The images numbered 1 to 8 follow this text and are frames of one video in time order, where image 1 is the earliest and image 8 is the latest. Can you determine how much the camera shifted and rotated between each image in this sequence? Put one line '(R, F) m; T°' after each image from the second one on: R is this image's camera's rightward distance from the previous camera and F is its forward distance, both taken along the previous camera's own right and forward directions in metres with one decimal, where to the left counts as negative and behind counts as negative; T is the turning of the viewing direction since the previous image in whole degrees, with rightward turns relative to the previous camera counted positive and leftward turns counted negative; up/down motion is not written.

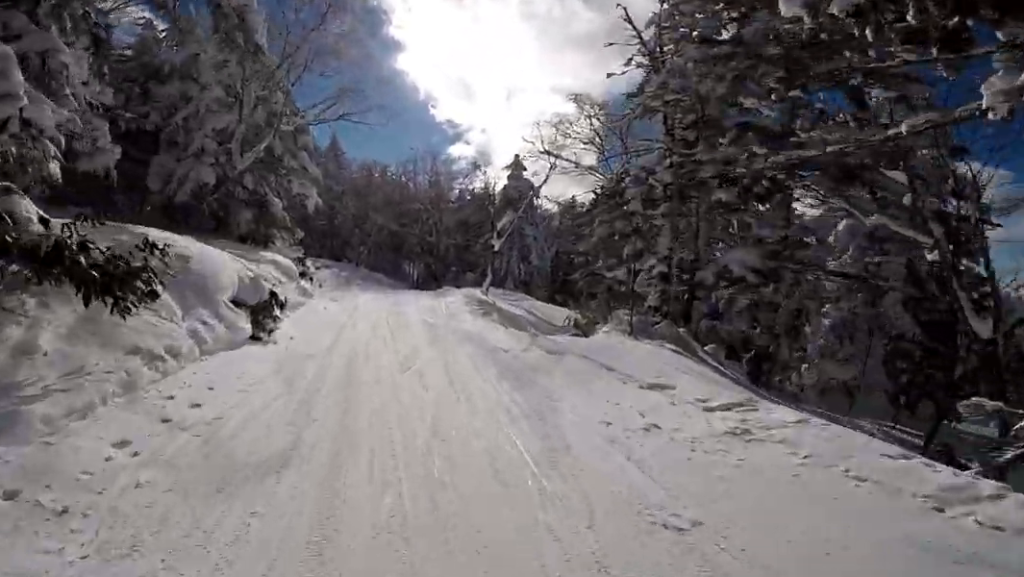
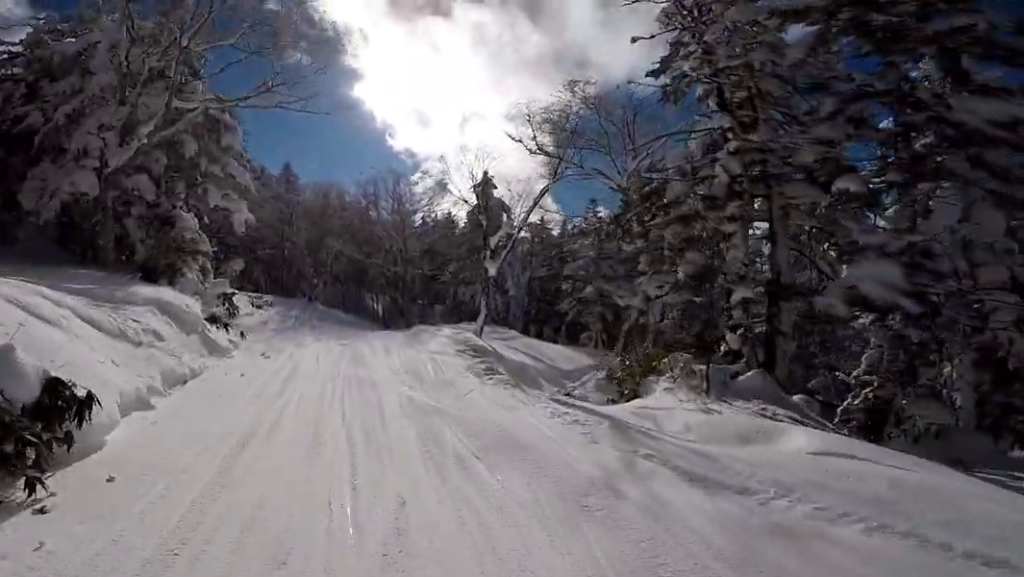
(+0.1, +4.5) m; +1°
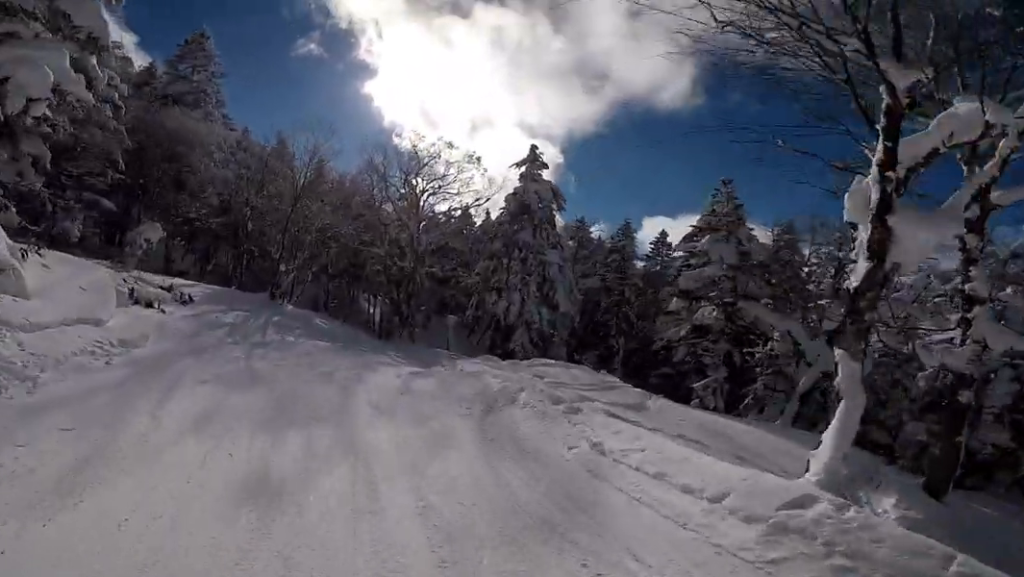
(+0.3, +9.9) m; +11°
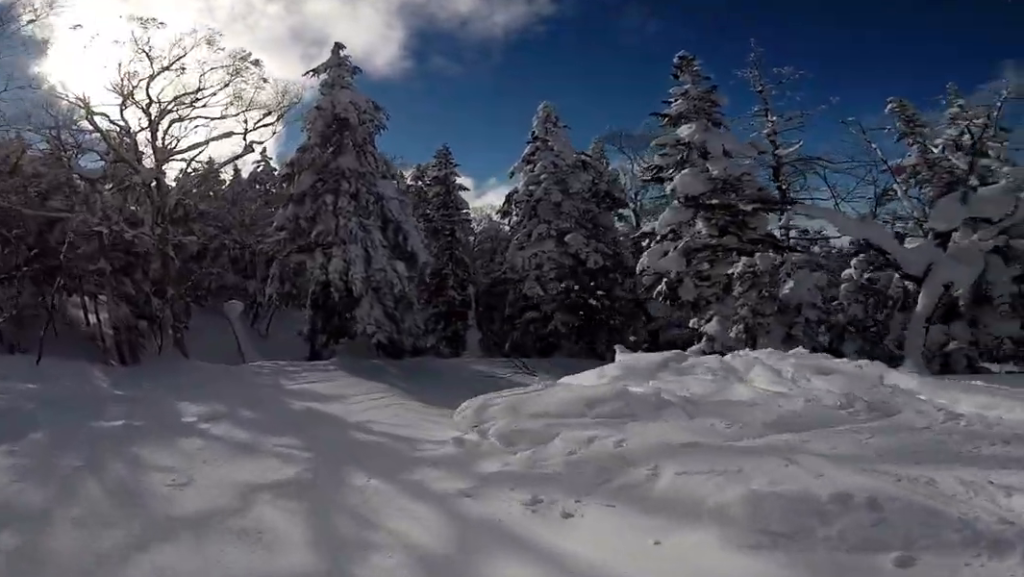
(+4.5, +9.8) m; +52°
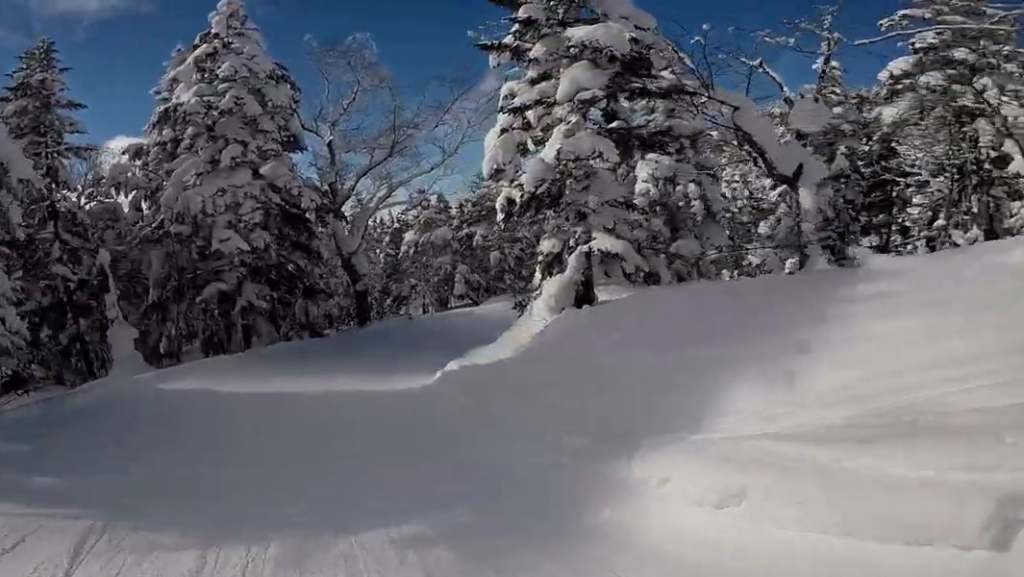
(+2.9, +10.1) m; +33°
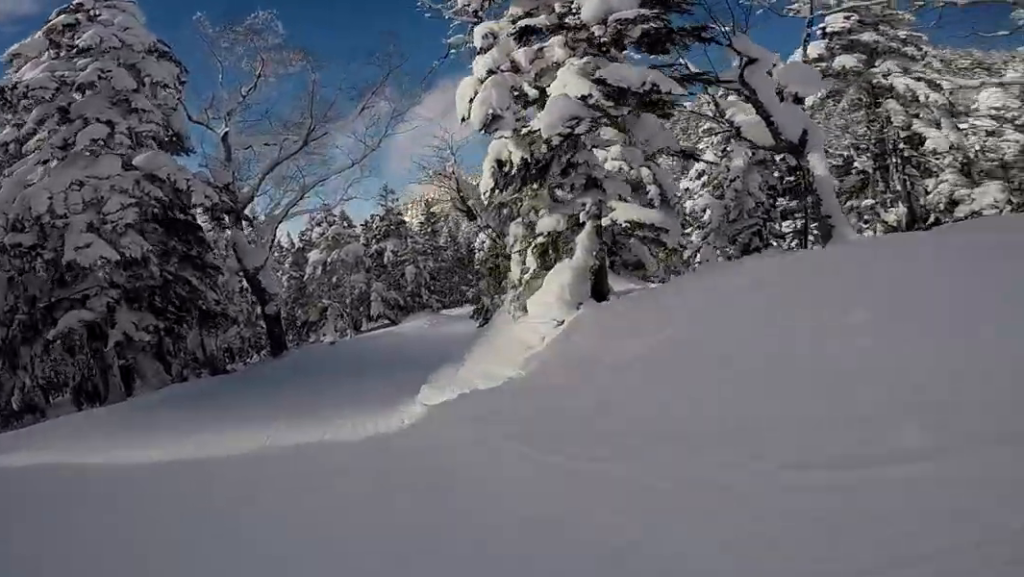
(0.0, +3.5) m; +11°
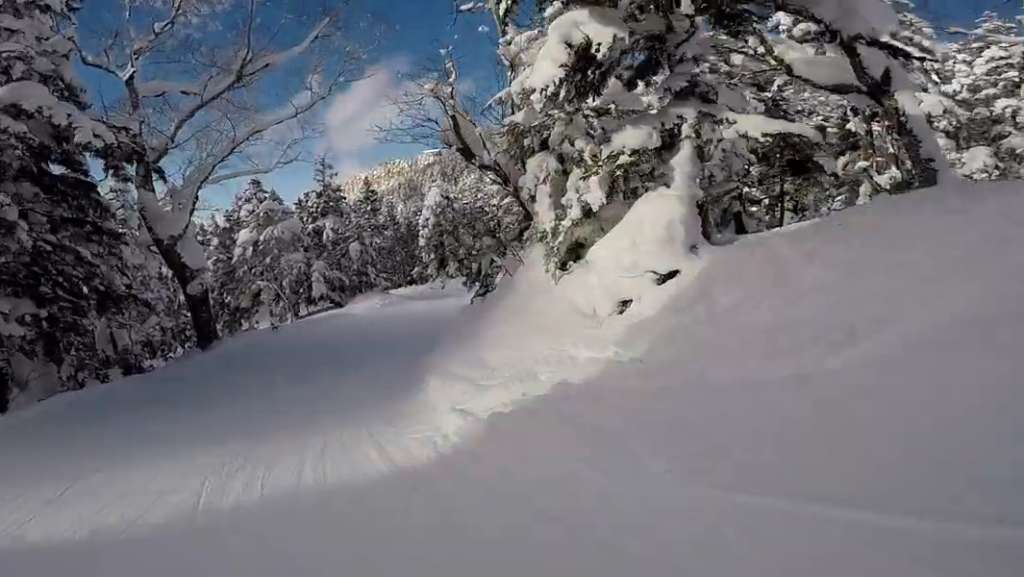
(+0.7, +3.2) m; +6°
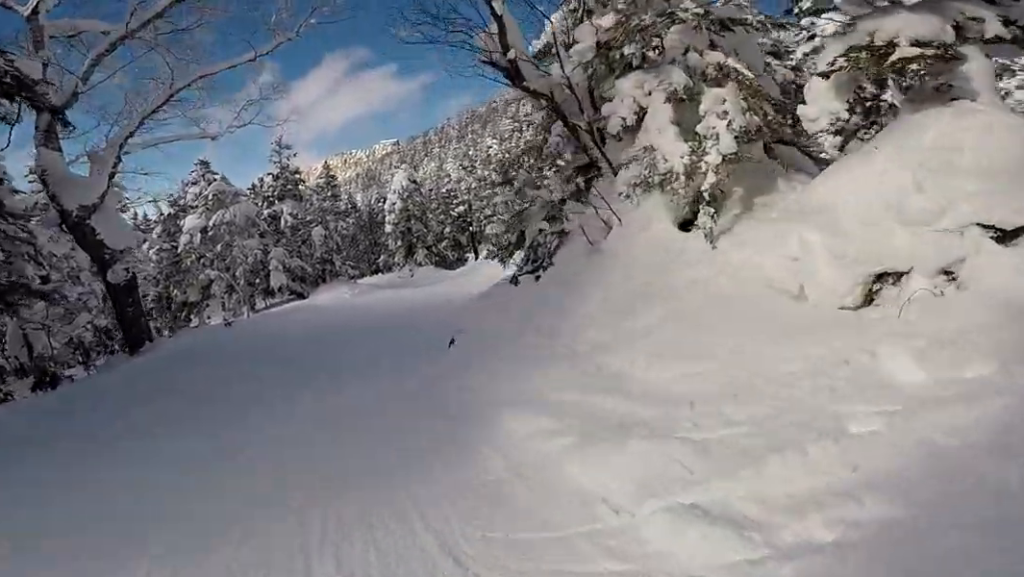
(+0.4, +3.1) m; +5°
